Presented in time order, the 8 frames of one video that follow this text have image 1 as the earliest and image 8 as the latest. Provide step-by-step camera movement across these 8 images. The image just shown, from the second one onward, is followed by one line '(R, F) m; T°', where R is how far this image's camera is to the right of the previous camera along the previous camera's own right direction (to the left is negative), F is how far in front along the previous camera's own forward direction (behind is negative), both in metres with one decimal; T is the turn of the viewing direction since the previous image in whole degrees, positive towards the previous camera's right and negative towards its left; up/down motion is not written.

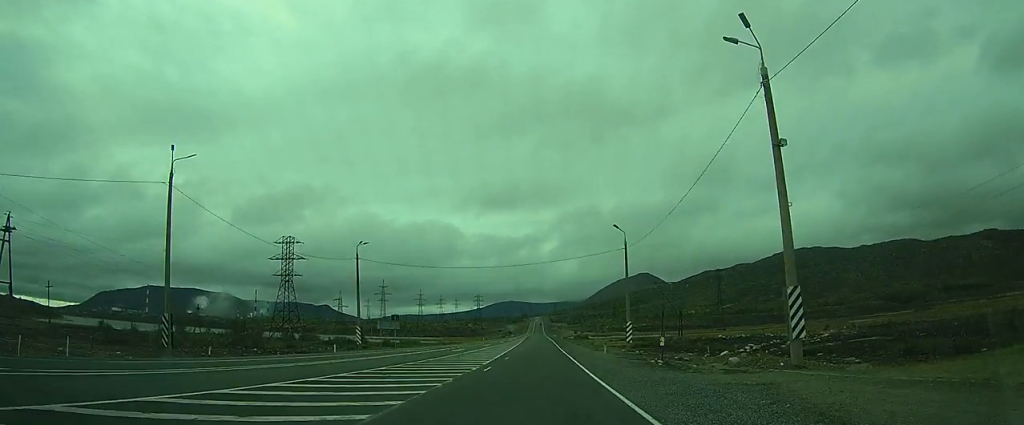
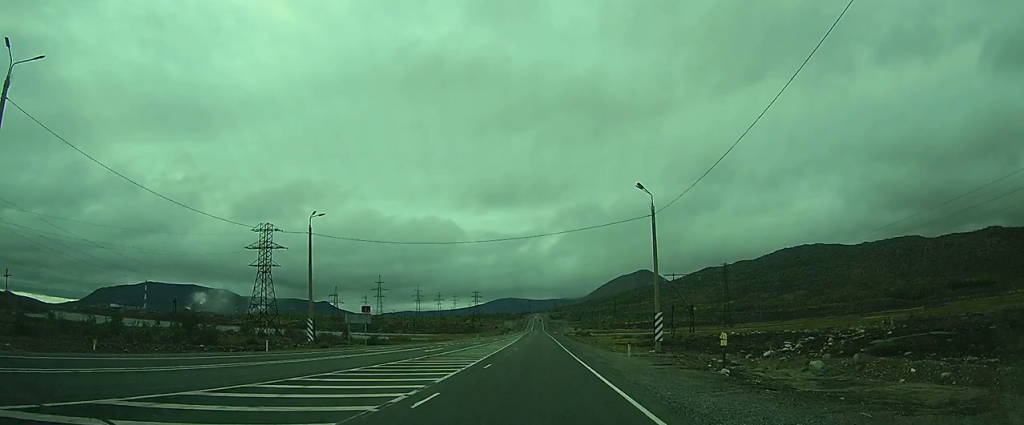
(-0.1, +12.2) m; 0°
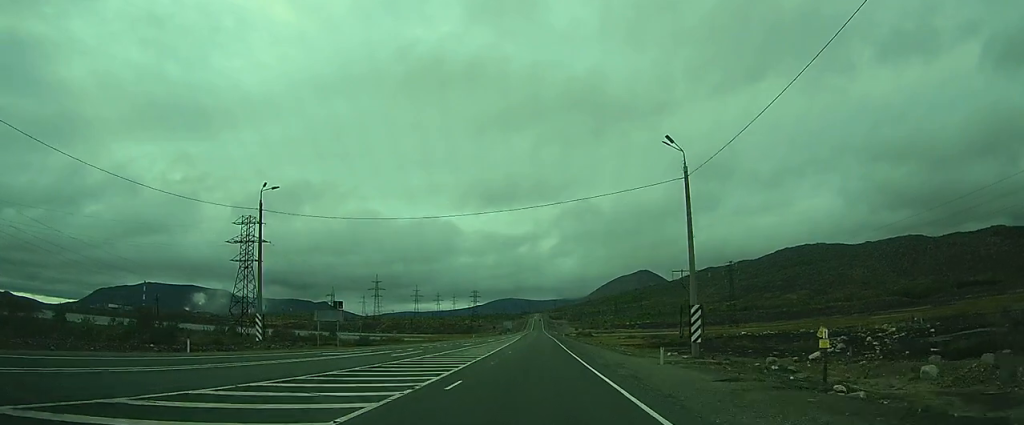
(+0.1, +8.6) m; 0°
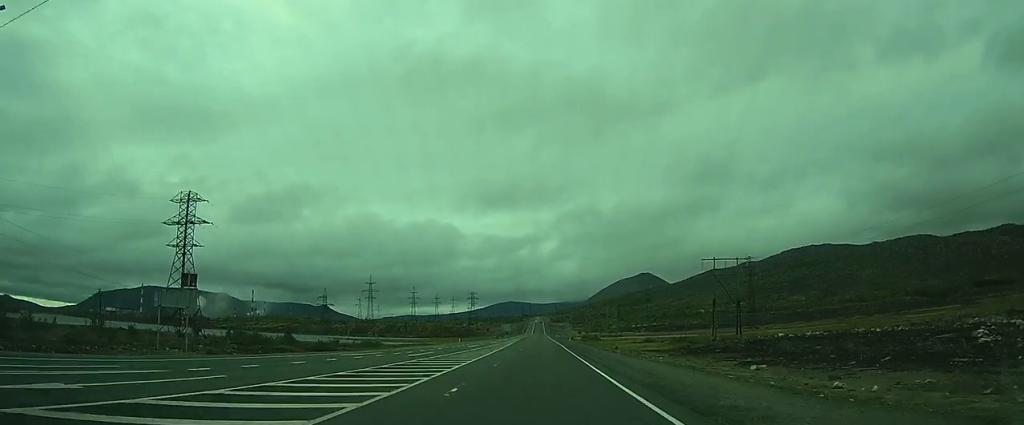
(+0.2, +23.8) m; +1°
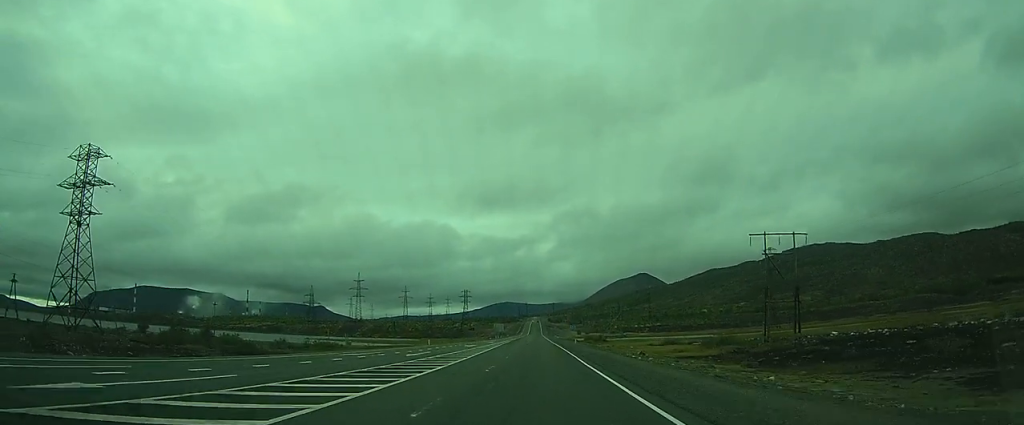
(+0.1, +26.2) m; 0°
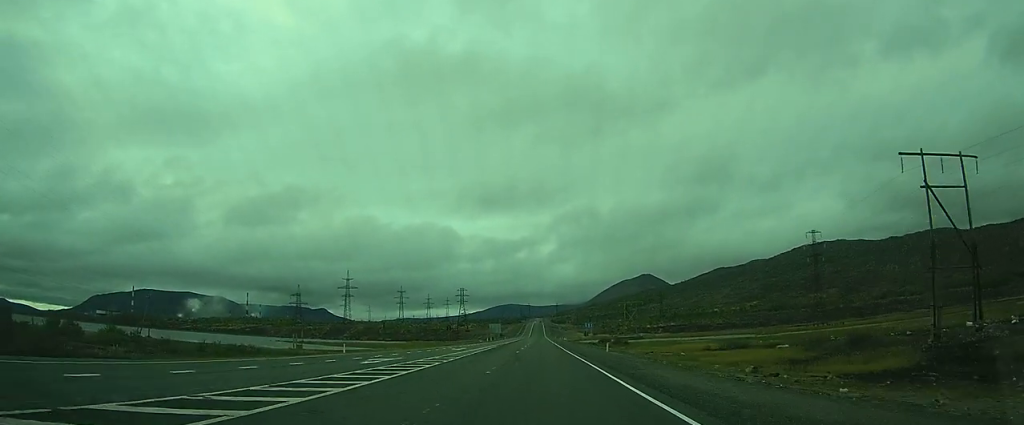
(+0.1, +36.1) m; 0°
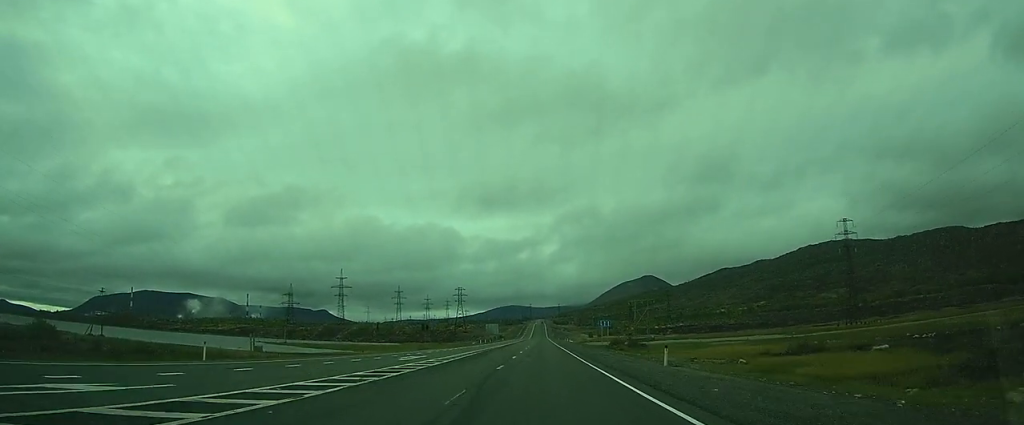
(0.0, +20.2) m; -1°
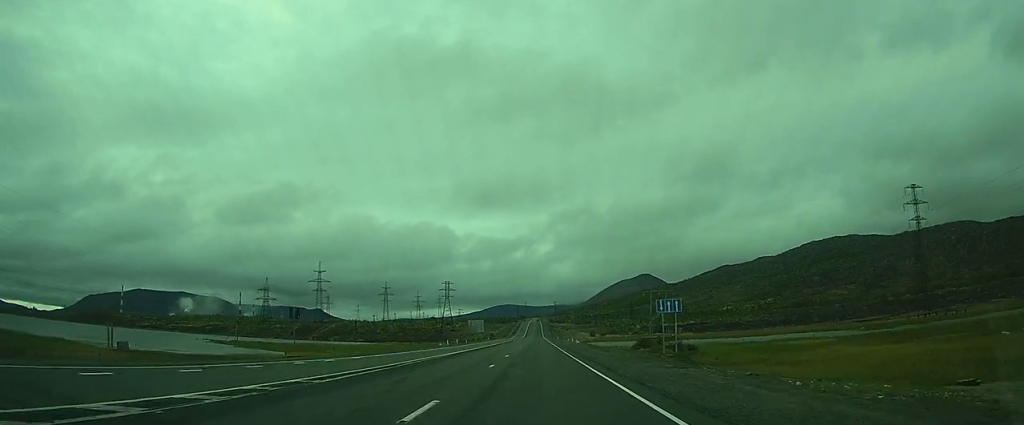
(-0.6, +38.1) m; -1°
